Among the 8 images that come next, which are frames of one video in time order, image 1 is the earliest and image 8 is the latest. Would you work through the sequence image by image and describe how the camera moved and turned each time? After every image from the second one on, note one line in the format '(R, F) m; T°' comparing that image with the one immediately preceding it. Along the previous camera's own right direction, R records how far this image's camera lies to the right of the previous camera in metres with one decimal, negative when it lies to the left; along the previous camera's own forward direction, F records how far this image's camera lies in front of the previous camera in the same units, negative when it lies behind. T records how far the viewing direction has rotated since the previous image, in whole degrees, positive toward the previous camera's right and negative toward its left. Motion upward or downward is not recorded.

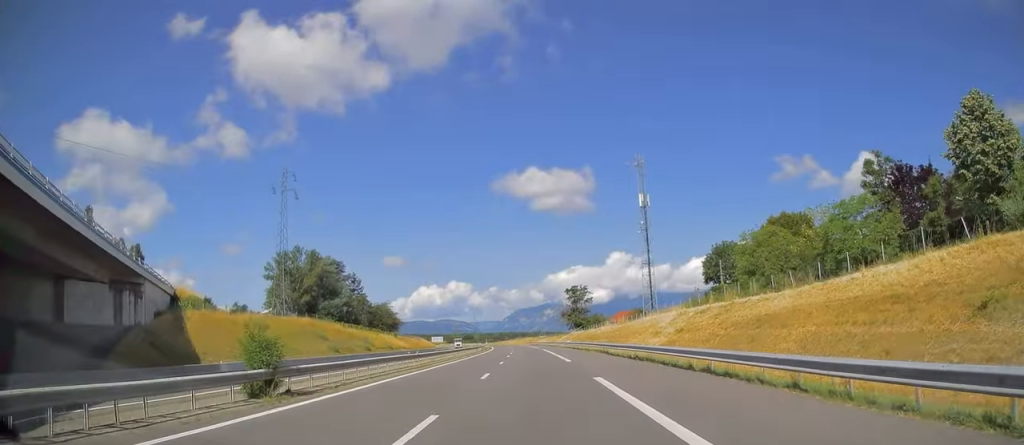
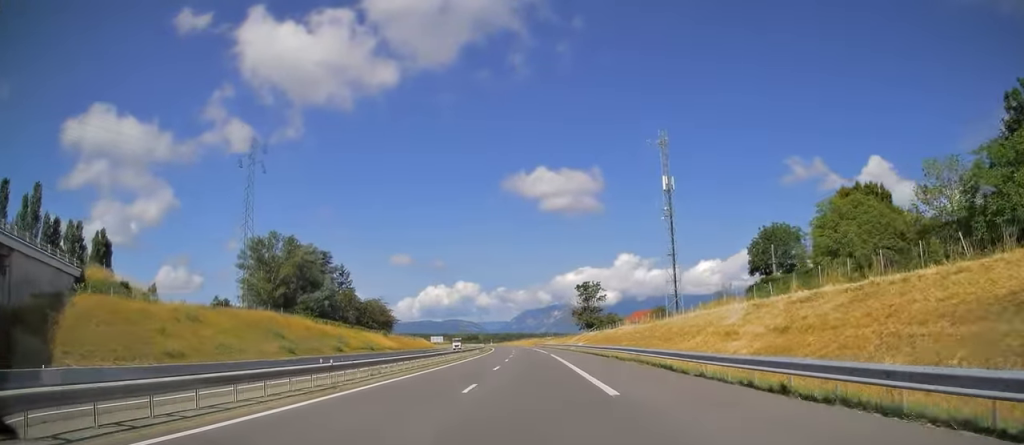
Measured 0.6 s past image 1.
(0.0, +17.6) m; 0°
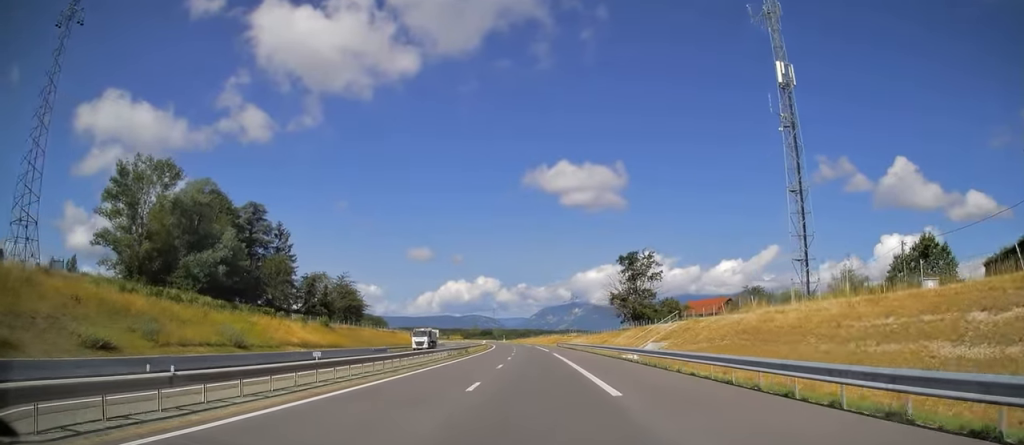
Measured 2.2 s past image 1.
(-0.9, +52.1) m; -3°
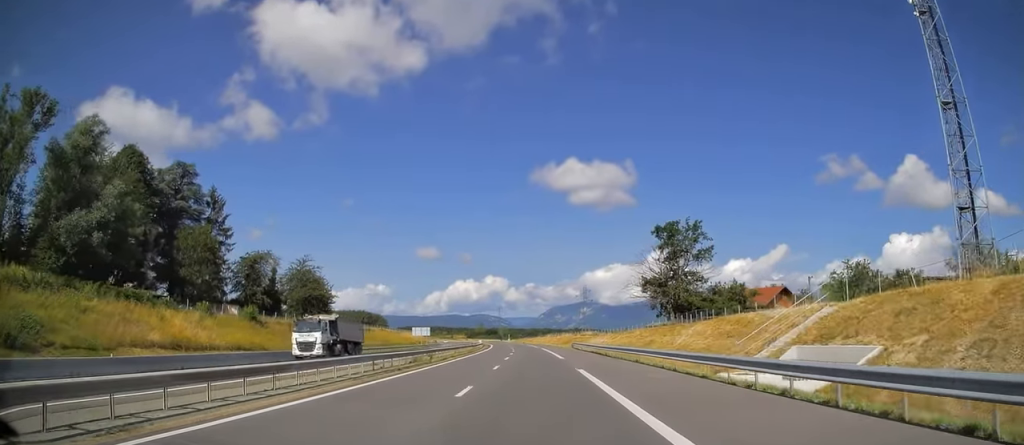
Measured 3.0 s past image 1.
(-0.7, +28.0) m; -1°
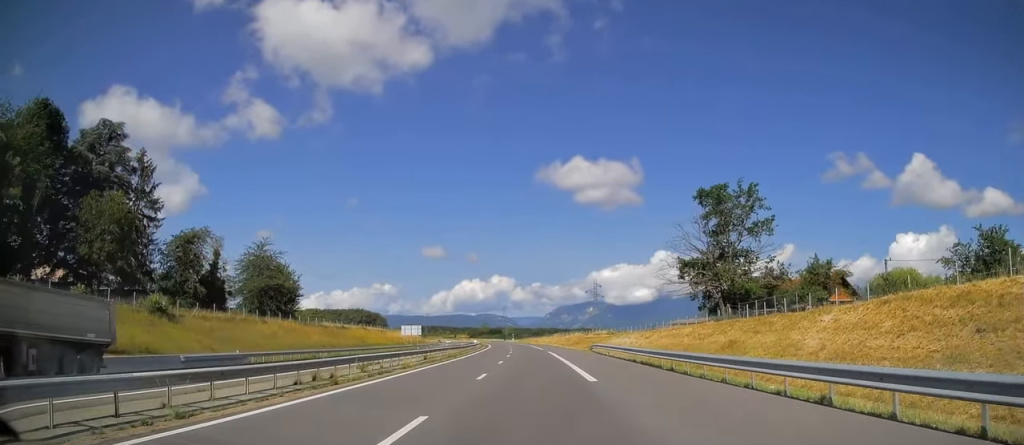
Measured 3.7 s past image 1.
(+0.3, +19.9) m; 0°
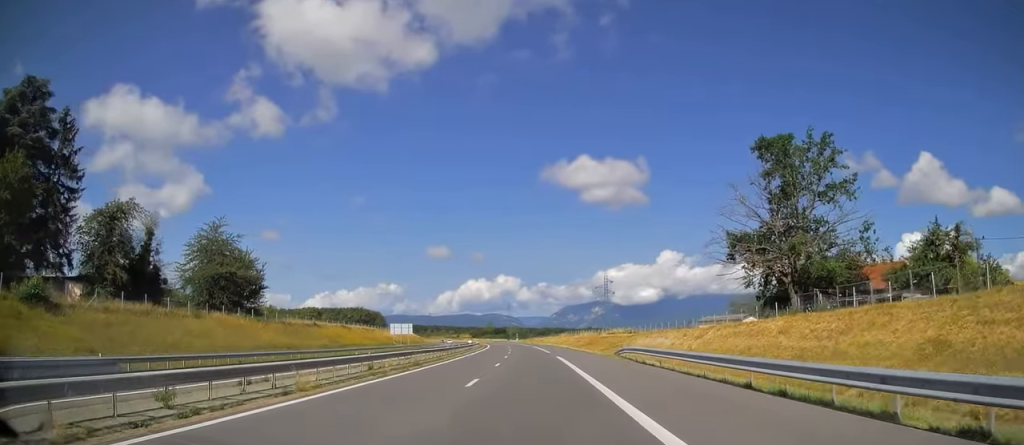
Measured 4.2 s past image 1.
(+0.1, +16.1) m; 0°
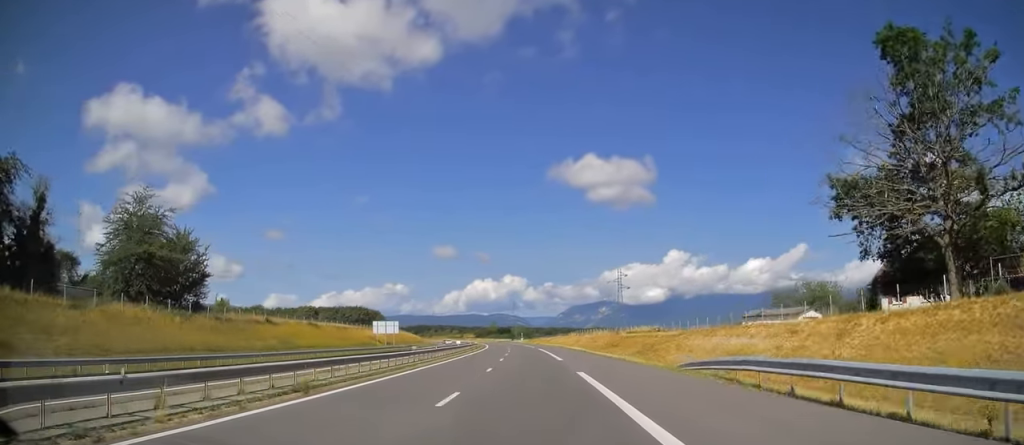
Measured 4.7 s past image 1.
(-0.1, +18.2) m; -1°
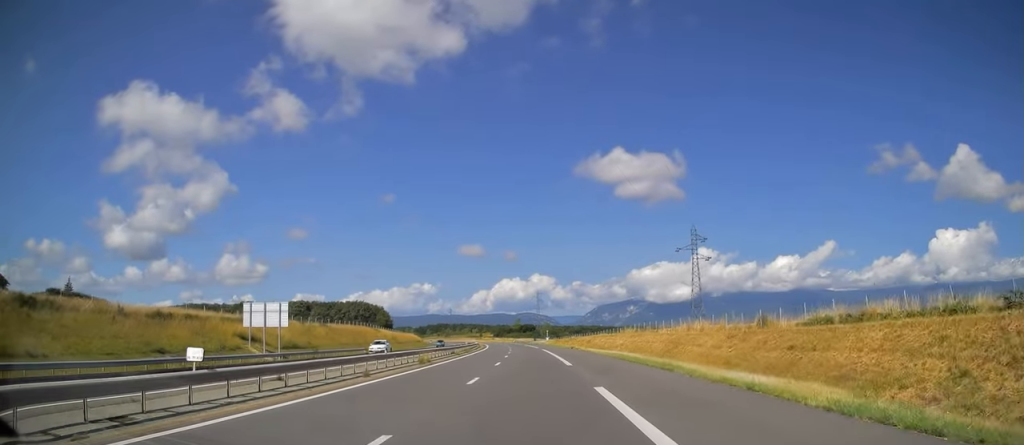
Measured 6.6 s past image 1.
(-1.5, +58.9) m; -3°
